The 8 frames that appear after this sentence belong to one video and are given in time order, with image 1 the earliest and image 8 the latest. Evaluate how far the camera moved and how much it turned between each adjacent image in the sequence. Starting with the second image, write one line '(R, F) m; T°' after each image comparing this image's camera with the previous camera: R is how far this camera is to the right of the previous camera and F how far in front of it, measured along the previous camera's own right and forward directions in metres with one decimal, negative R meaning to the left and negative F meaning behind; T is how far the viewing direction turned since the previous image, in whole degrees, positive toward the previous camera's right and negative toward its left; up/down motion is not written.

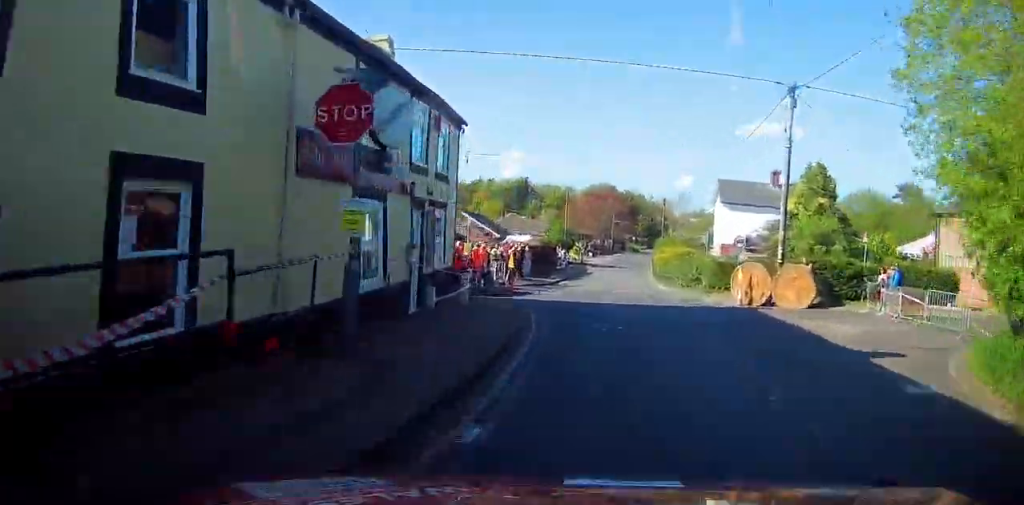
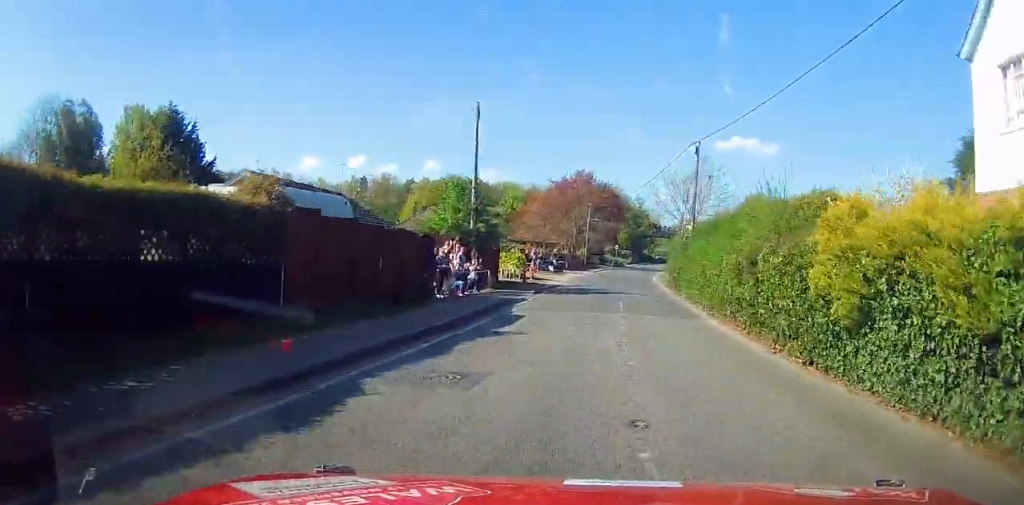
(0.0, +36.4) m; +1°
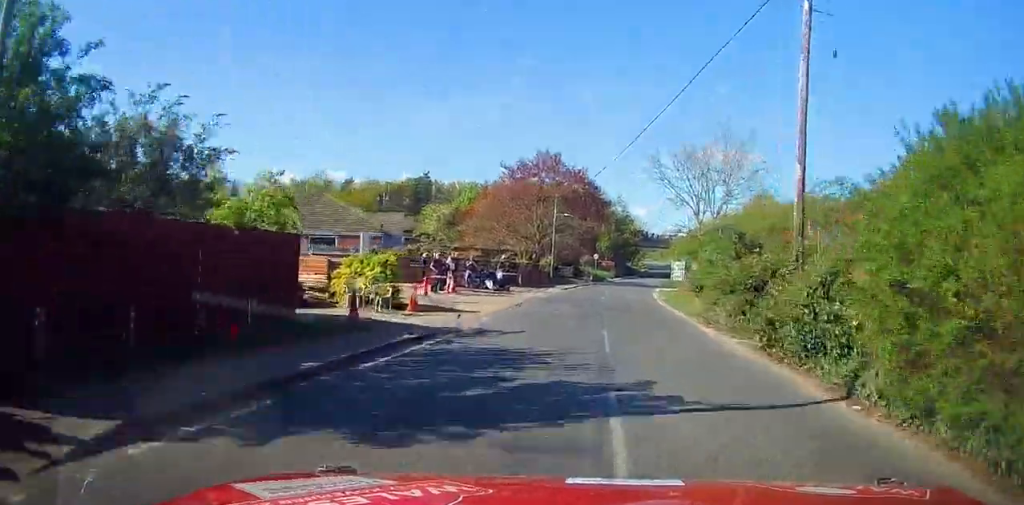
(+0.4, +21.5) m; +1°
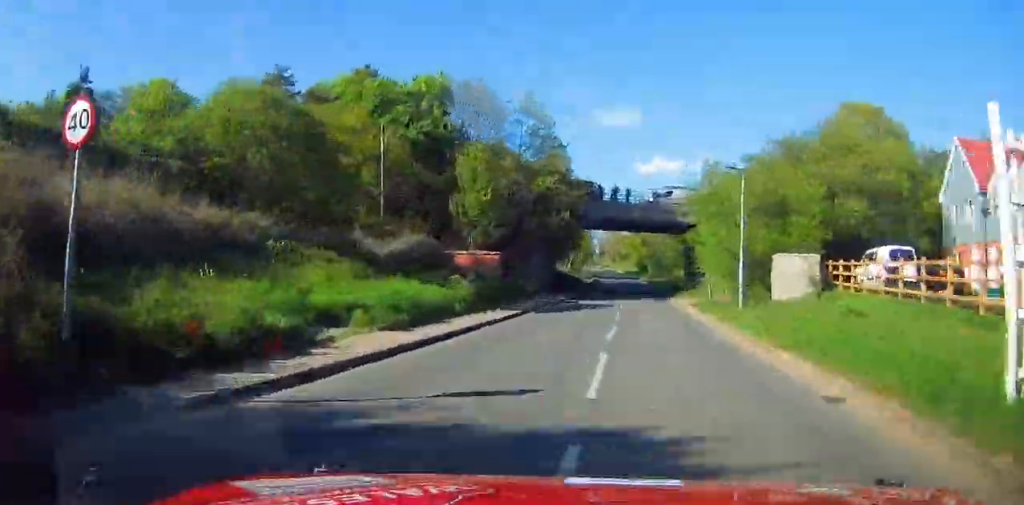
(+3.0, +68.7) m; +5°
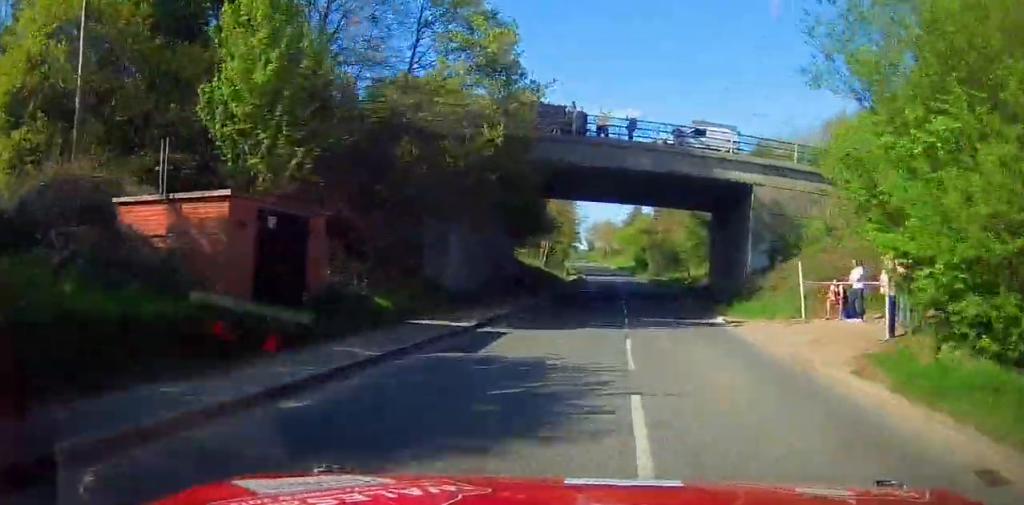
(+0.4, +21.2) m; +1°
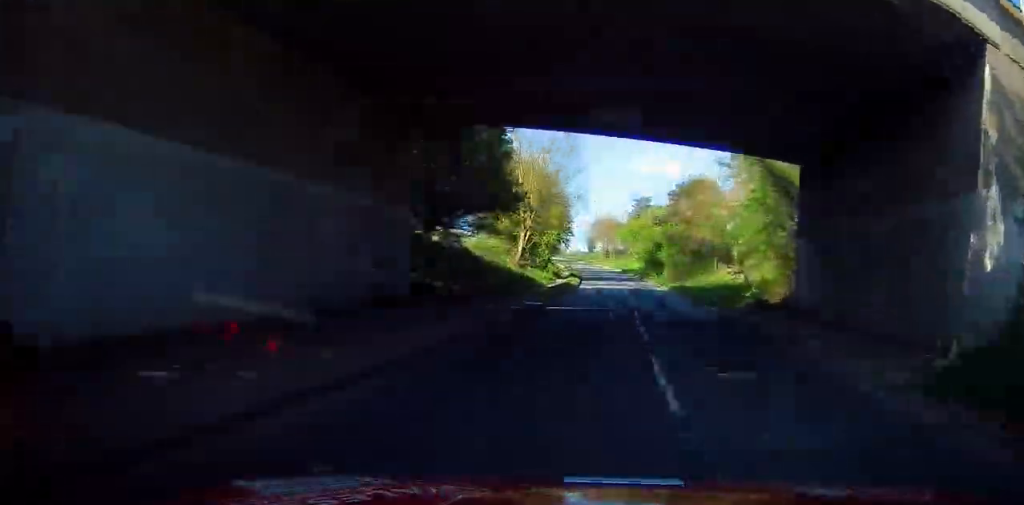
(0.0, +20.2) m; 0°
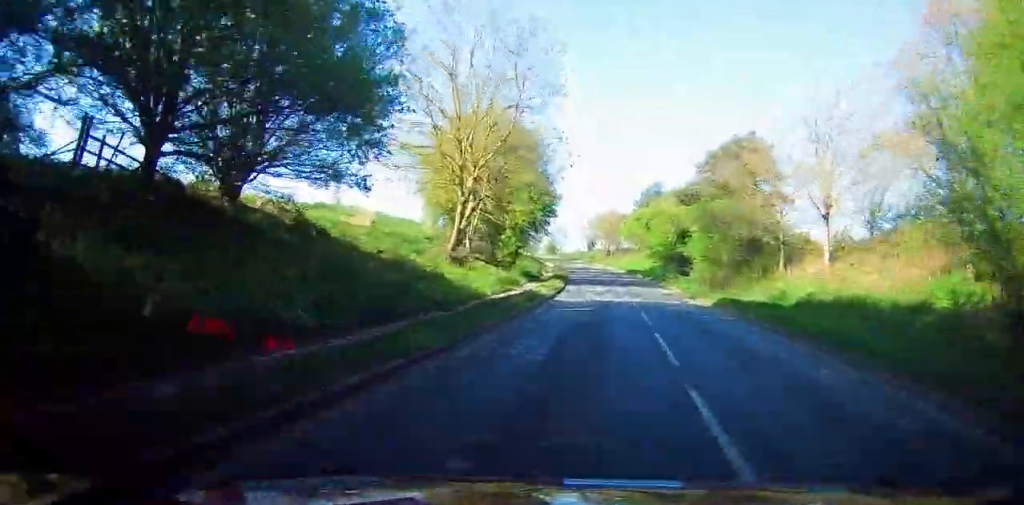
(0.0, +20.3) m; 0°
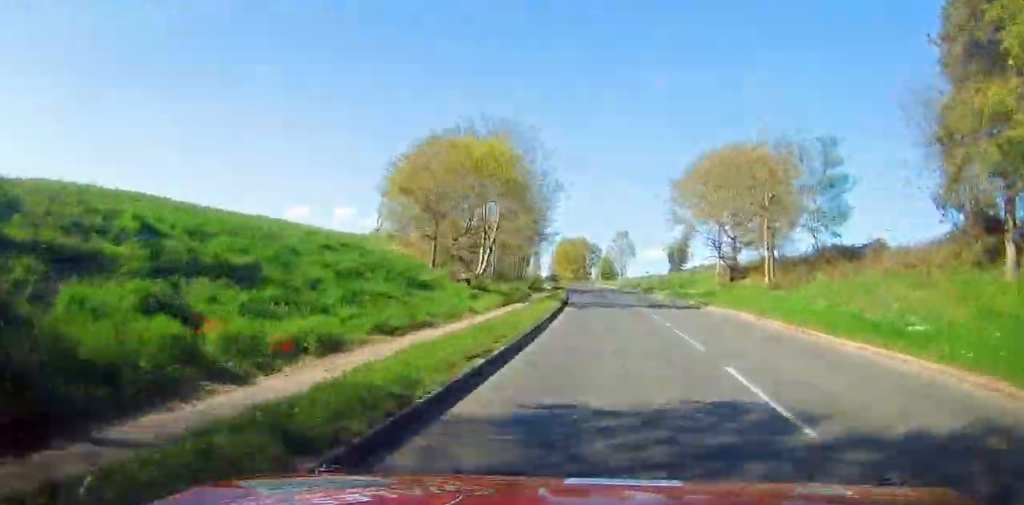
(-2.5, +72.3) m; -5°
